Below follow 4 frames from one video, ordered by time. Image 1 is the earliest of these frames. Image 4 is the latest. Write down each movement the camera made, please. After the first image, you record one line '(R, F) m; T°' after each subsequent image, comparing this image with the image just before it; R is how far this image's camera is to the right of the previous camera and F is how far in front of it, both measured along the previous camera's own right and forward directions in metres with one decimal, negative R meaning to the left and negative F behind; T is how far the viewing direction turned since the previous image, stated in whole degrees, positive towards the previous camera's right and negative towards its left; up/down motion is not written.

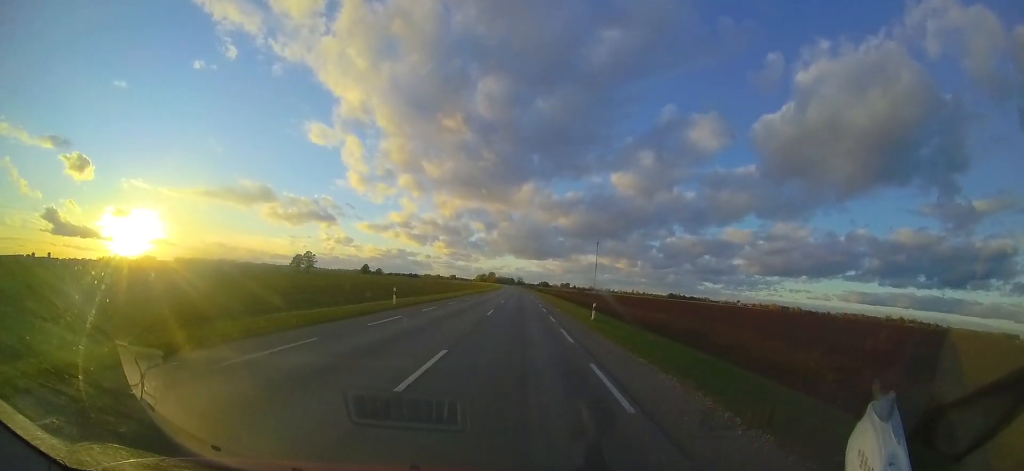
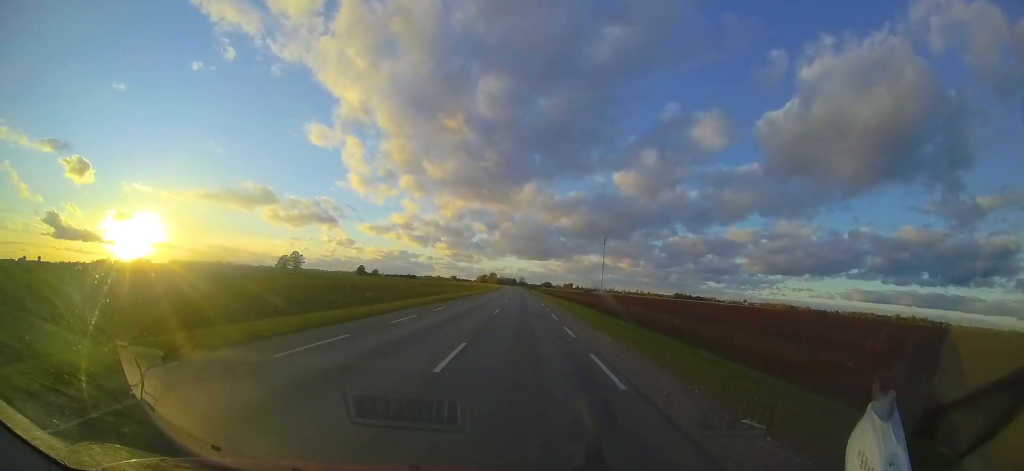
(-0.1, +22.6) m; 0°
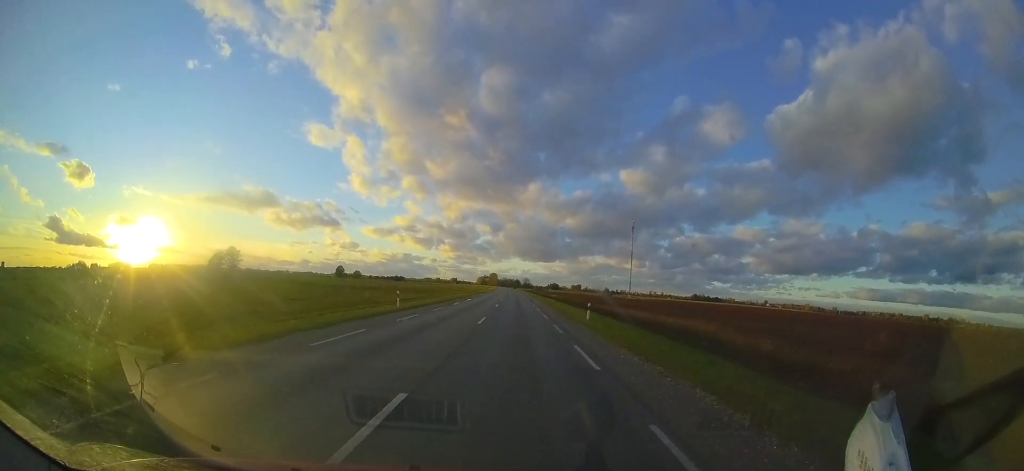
(0.0, +76.9) m; -2°
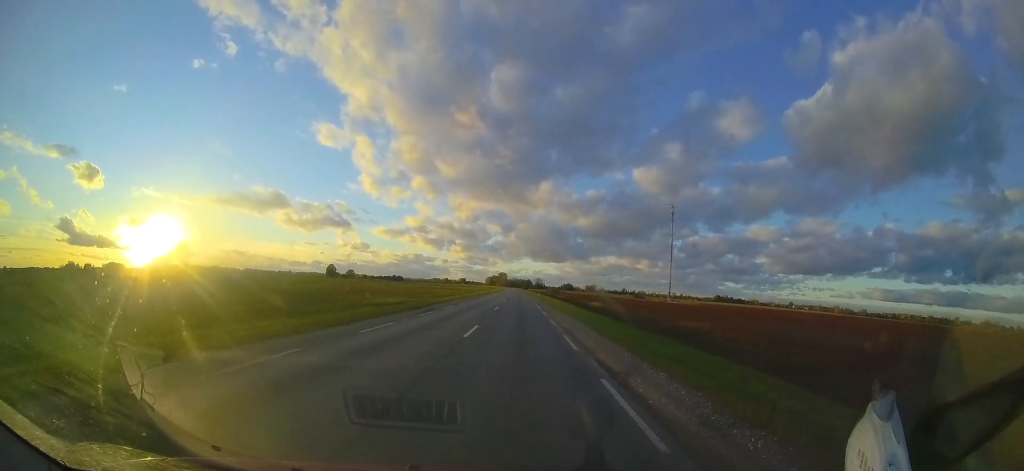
(-1.0, +51.9) m; -1°
